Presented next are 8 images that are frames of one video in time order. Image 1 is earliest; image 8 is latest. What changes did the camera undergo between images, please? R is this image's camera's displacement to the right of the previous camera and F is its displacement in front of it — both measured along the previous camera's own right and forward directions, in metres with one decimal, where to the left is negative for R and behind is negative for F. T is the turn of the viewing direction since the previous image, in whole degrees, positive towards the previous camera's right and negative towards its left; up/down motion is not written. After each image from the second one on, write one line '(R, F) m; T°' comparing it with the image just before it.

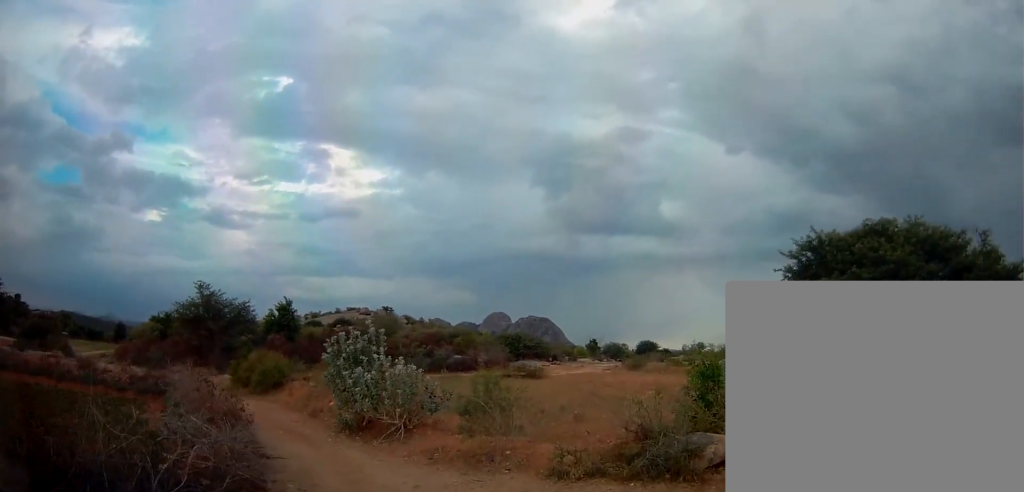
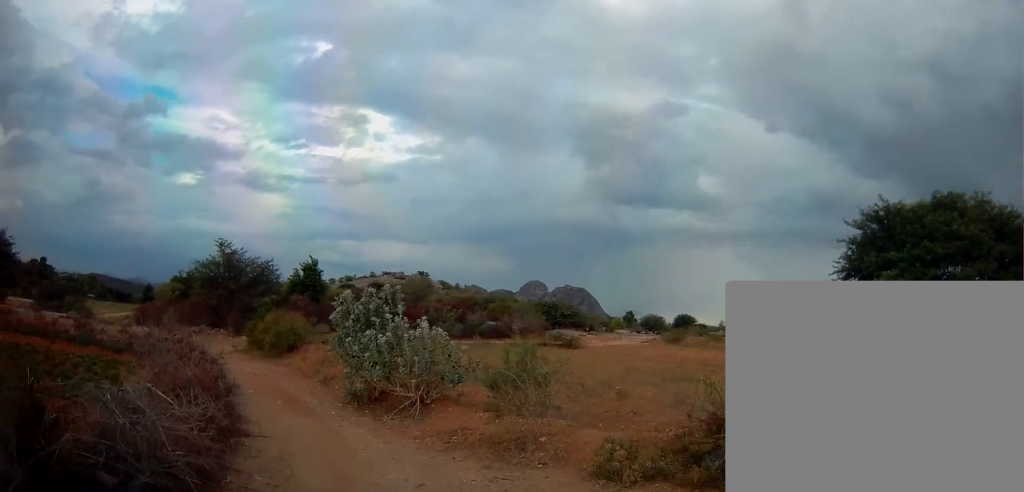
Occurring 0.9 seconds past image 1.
(-0.3, +2.1) m; -2°
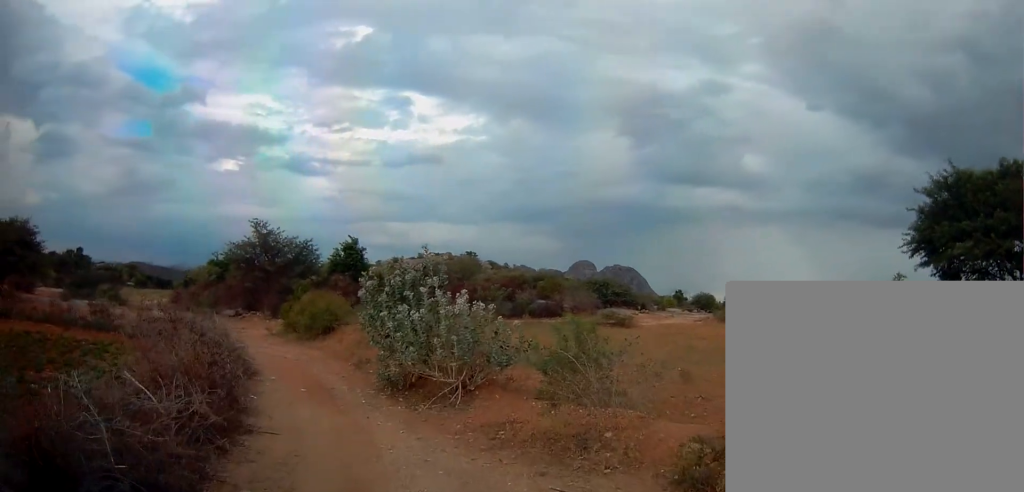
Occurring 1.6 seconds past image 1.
(+0.1, +1.6) m; -3°
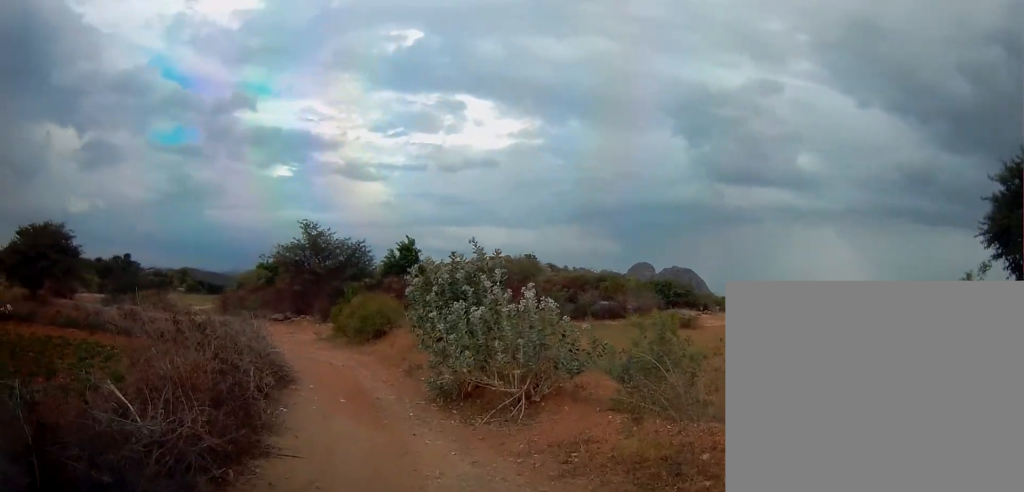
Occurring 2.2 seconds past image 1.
(+0.1, +1.4) m; -4°
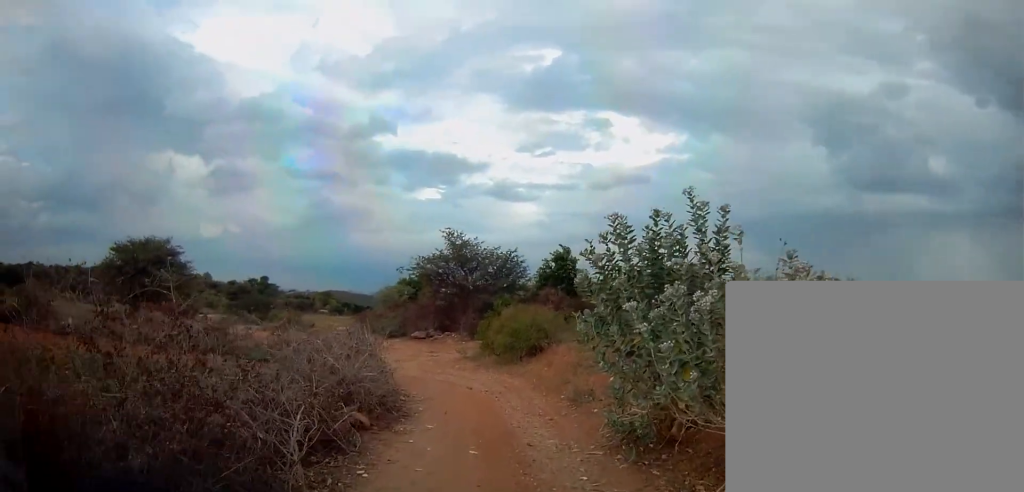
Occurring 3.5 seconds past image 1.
(-0.7, +3.7) m; -13°
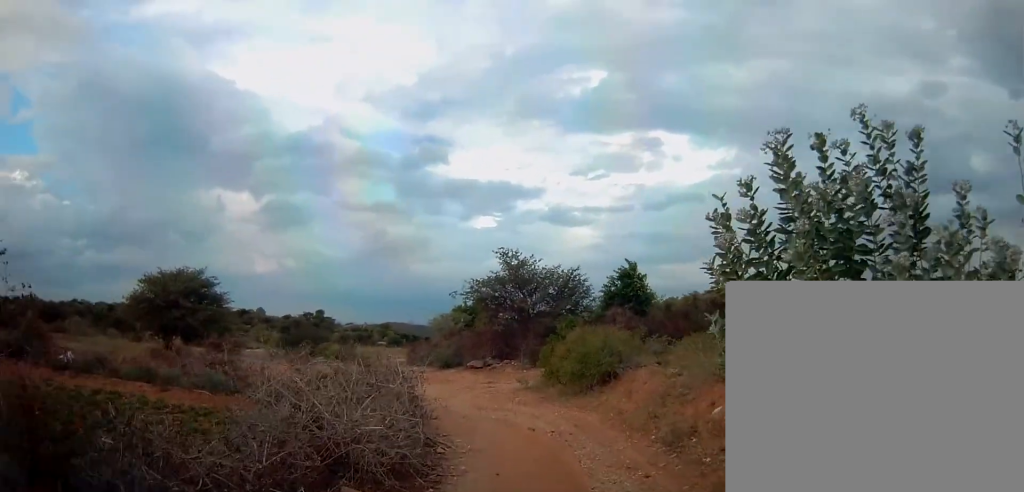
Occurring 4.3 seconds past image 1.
(-0.1, +2.8) m; -4°
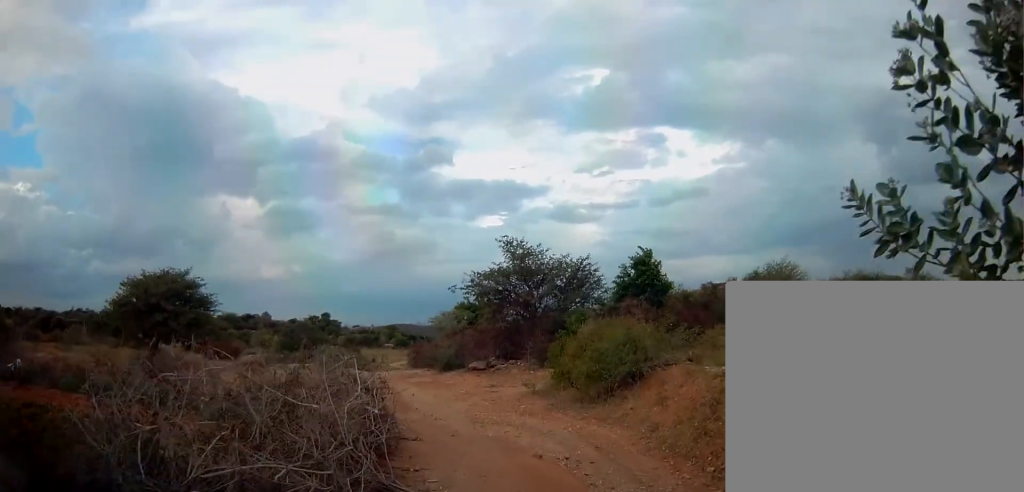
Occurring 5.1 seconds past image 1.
(0.0, +2.8) m; -5°
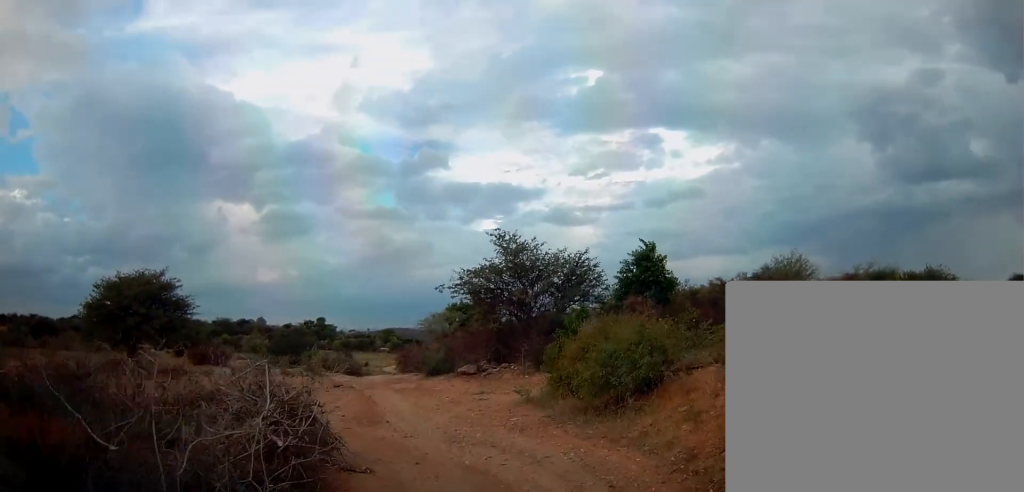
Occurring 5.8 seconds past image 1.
(-0.2, +2.6) m; 0°
